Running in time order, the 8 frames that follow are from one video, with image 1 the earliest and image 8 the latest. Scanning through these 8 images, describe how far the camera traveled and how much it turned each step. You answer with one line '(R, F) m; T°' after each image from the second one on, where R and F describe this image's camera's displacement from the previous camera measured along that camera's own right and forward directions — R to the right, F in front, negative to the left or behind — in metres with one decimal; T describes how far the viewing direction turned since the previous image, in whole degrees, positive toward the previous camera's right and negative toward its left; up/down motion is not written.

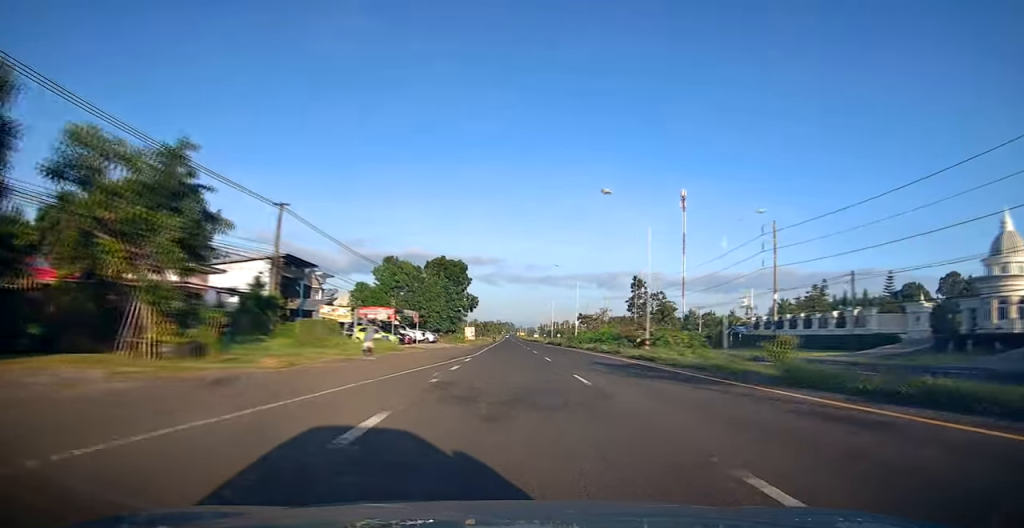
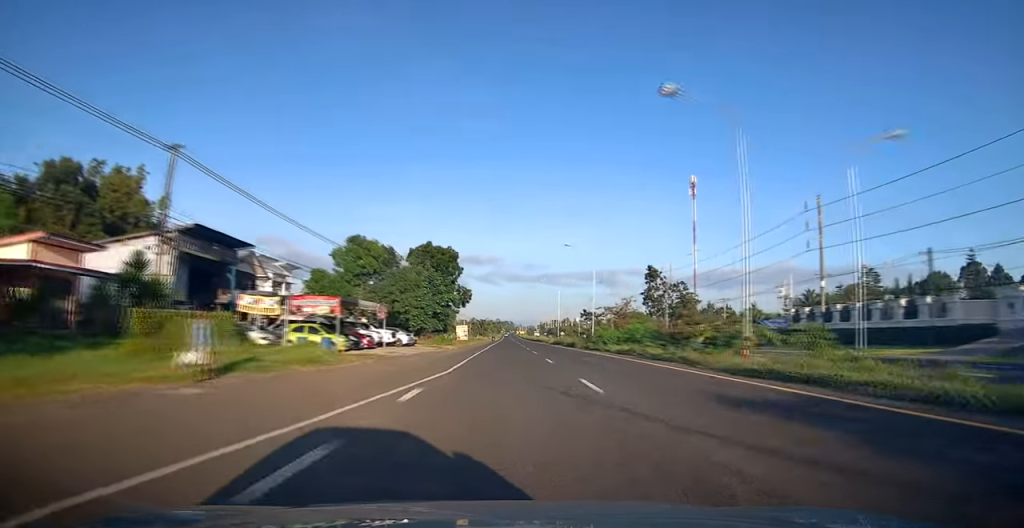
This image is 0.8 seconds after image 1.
(-0.3, +14.2) m; -1°
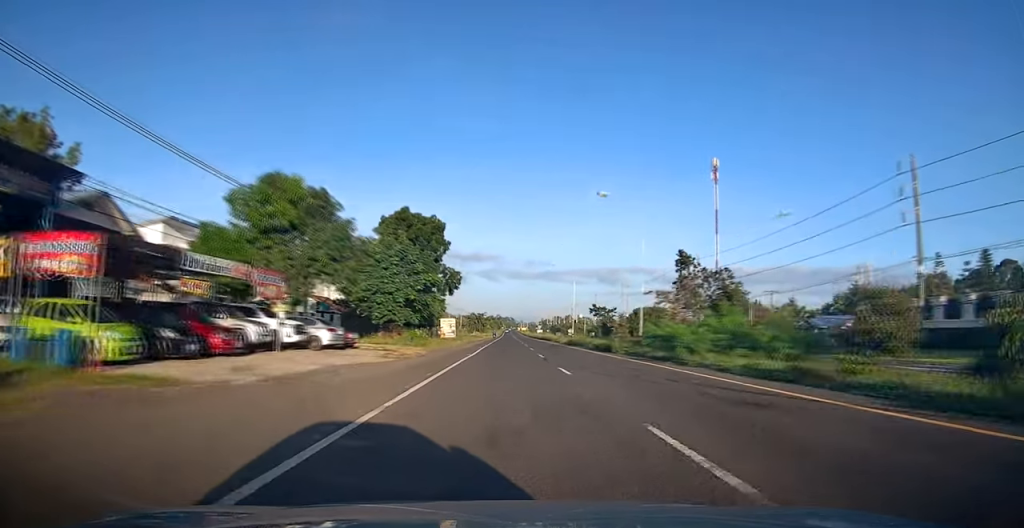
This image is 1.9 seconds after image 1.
(+0.2, +19.2) m; +2°
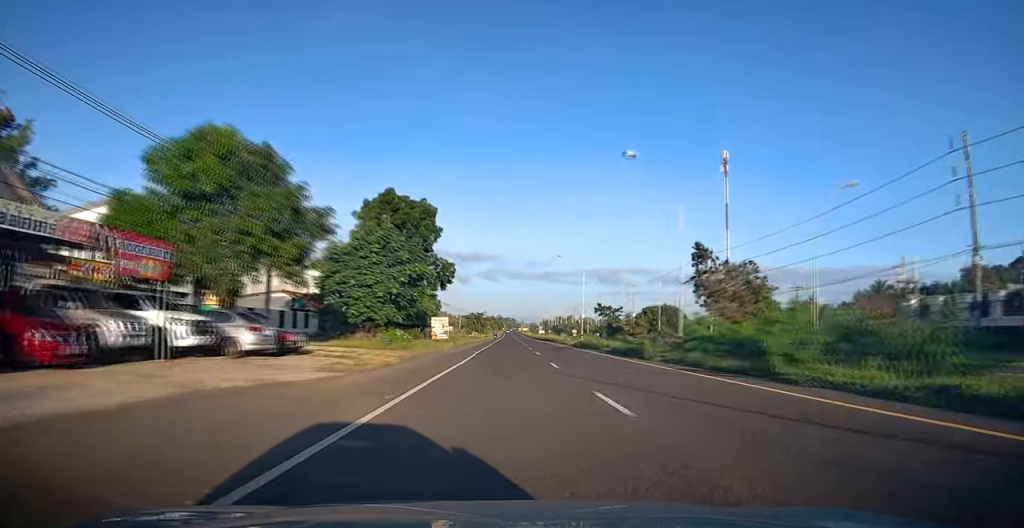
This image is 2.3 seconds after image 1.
(+0.2, +7.8) m; 0°
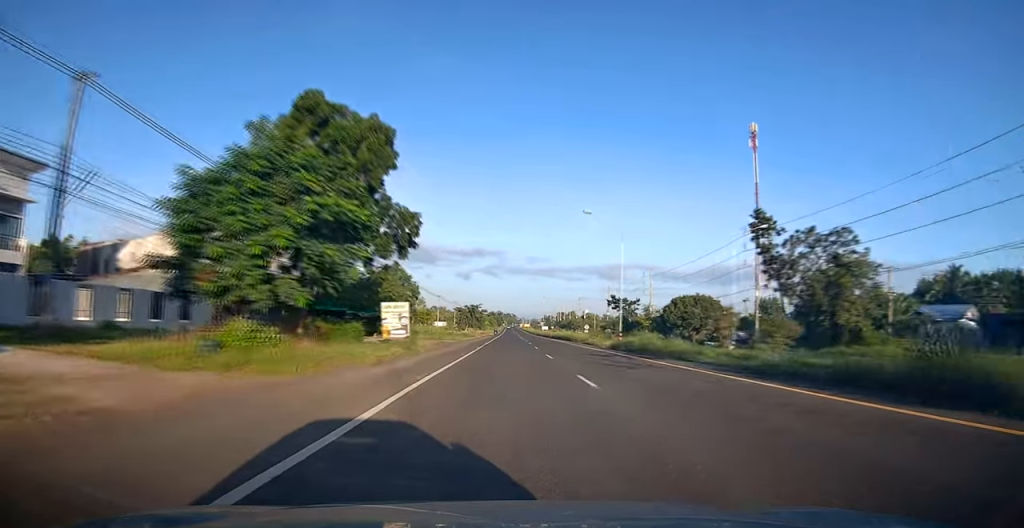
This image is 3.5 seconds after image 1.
(-0.2, +20.9) m; -1°
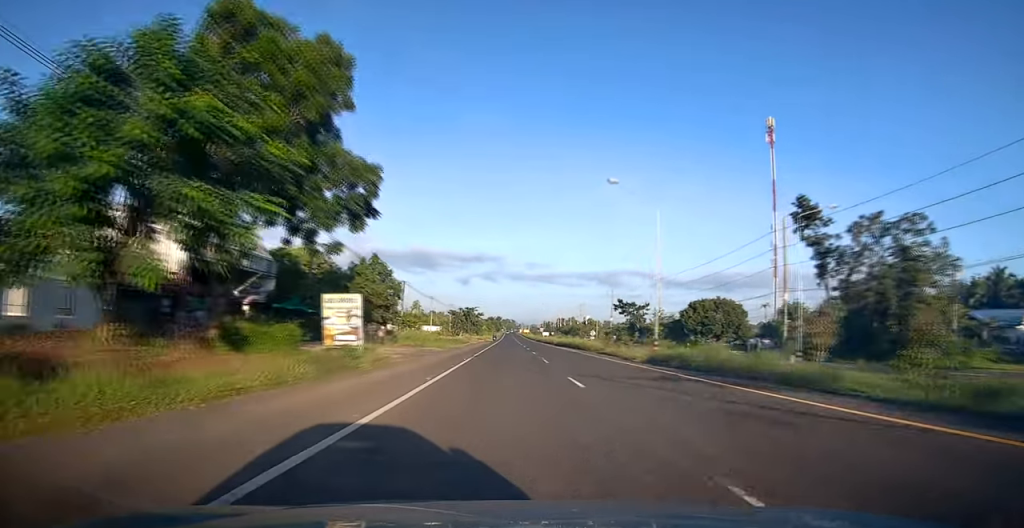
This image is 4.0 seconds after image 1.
(0.0, +10.1) m; 0°
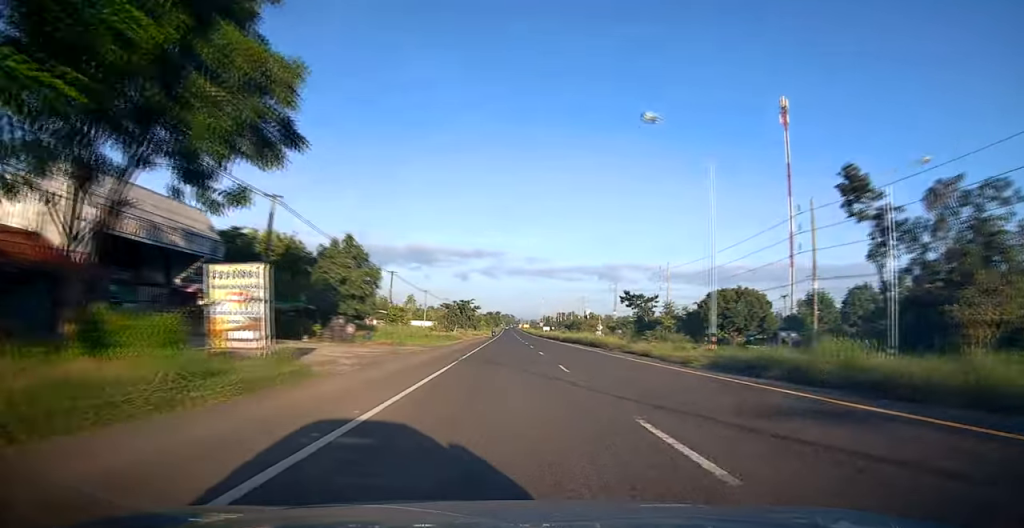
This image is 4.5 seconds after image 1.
(+0.1, +8.7) m; 0°
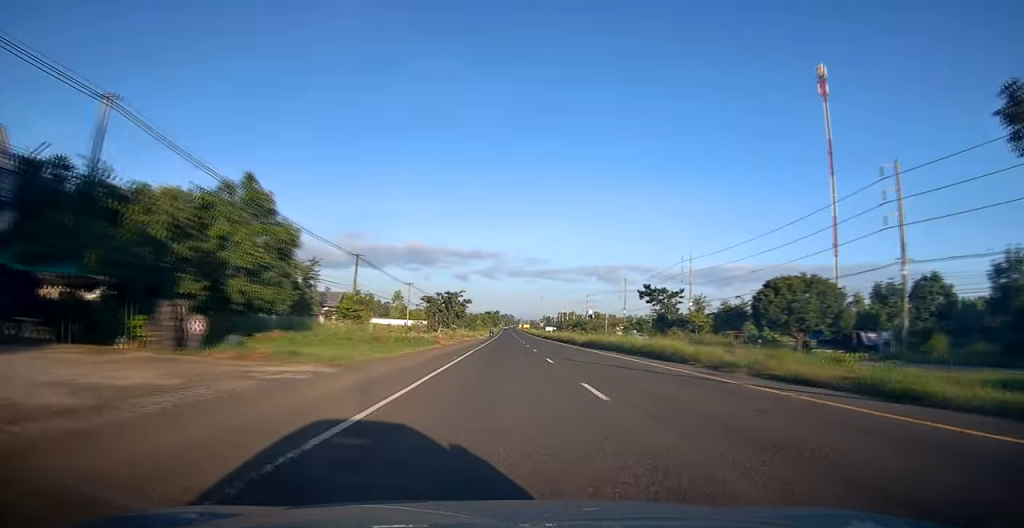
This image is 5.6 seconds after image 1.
(0.0, +19.0) m; 0°
